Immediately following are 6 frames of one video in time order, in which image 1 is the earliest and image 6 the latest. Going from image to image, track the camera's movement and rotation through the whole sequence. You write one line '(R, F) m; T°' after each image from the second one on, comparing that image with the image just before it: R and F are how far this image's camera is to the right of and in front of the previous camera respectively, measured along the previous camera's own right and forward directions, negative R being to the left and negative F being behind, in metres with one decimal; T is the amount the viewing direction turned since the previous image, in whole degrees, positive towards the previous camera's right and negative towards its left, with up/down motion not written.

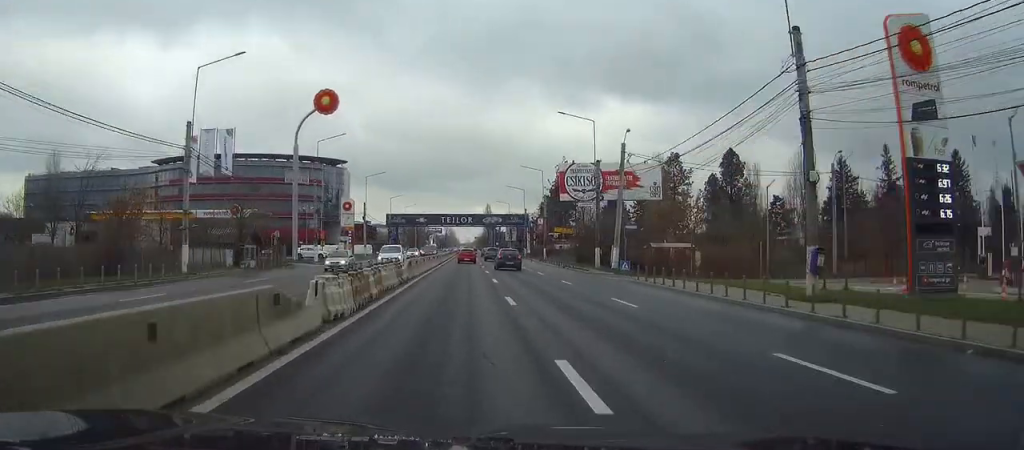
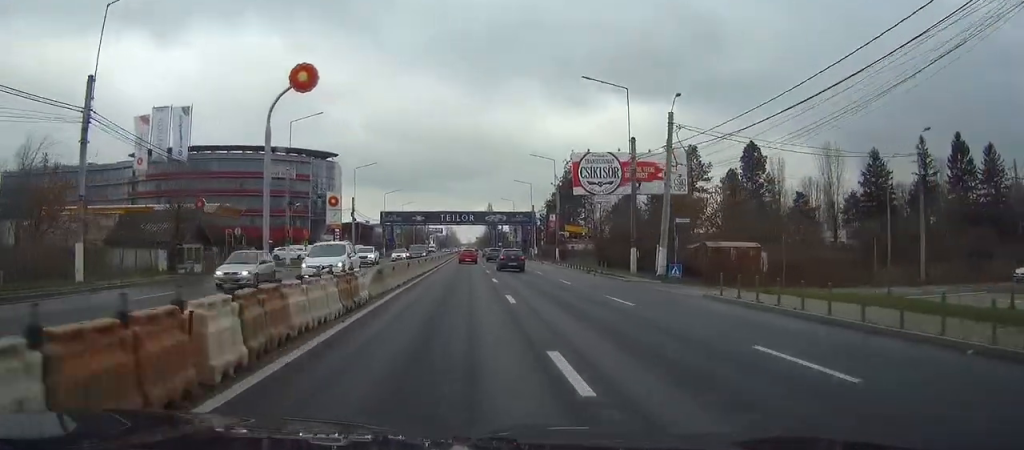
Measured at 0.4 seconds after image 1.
(0.0, +11.4) m; 0°
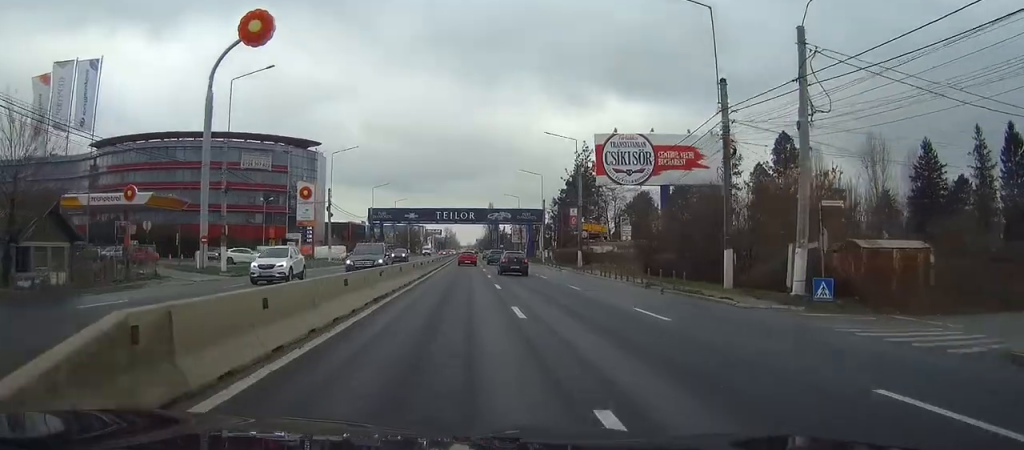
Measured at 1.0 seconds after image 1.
(0.0, +15.8) m; 0°
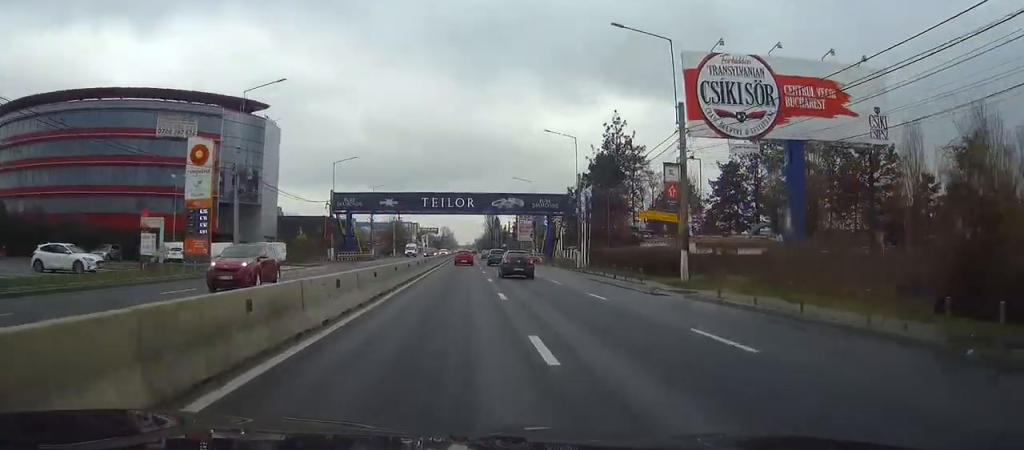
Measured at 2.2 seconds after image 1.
(+0.1, +30.6) m; 0°
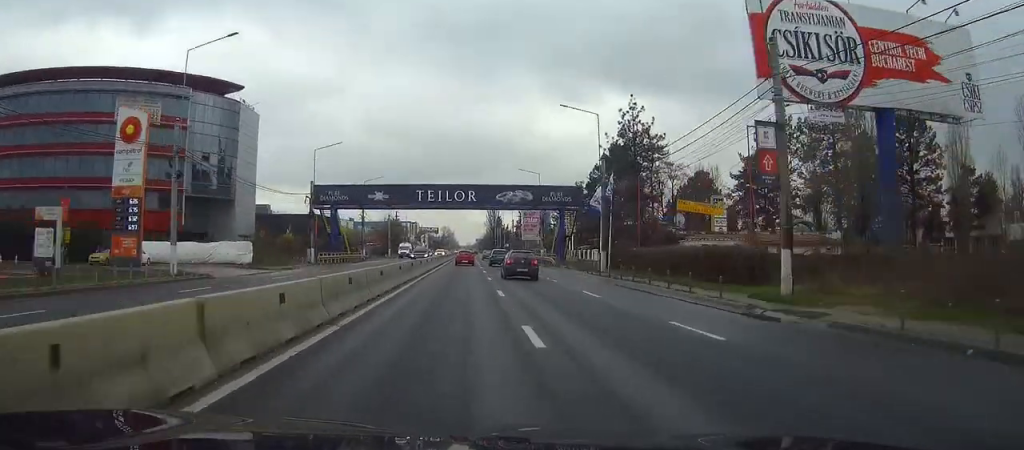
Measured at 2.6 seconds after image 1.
(0.0, +10.5) m; 0°
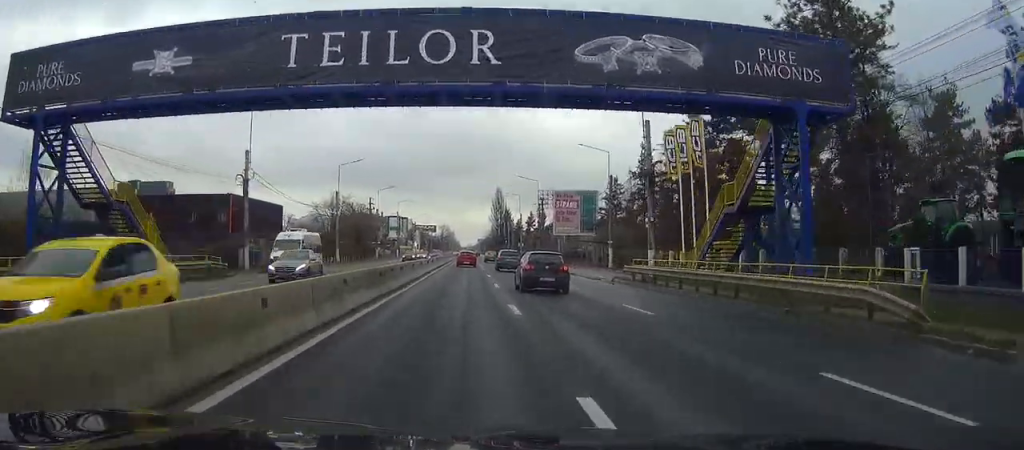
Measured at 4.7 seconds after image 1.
(-0.1, +55.3) m; 0°
